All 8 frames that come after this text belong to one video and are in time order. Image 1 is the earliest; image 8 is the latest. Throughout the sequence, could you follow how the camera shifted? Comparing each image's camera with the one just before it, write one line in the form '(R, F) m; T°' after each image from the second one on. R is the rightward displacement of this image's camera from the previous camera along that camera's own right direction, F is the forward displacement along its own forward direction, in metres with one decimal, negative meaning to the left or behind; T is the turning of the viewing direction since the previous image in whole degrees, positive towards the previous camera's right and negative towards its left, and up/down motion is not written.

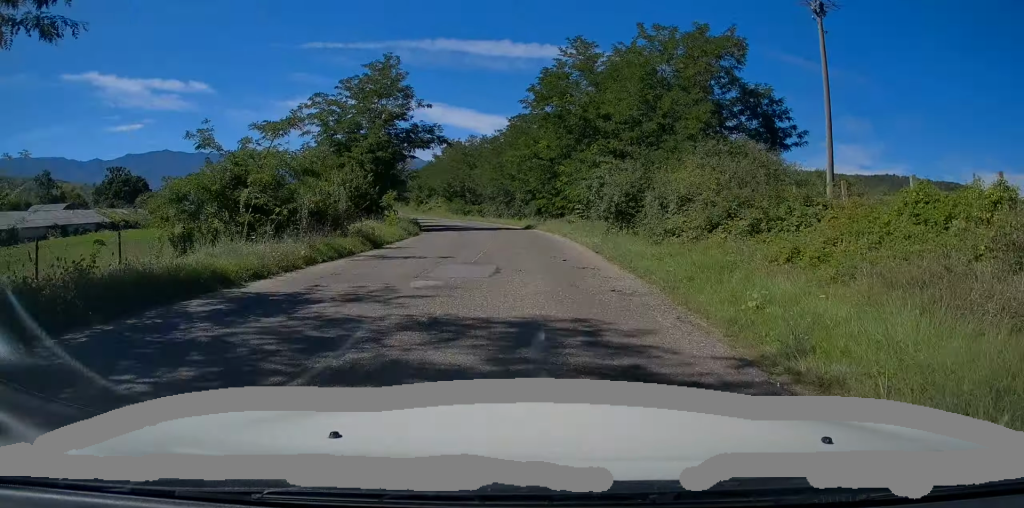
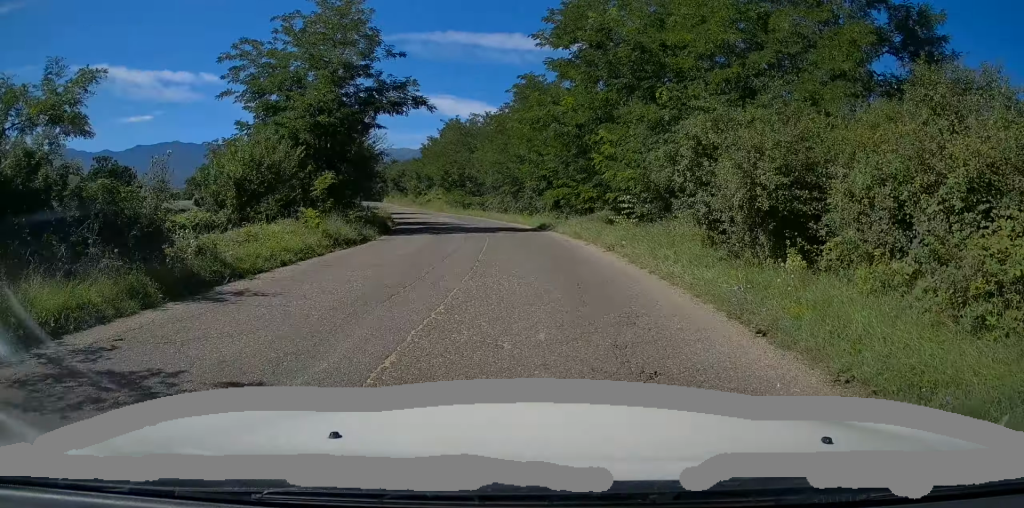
(-0.3, +11.5) m; -1°
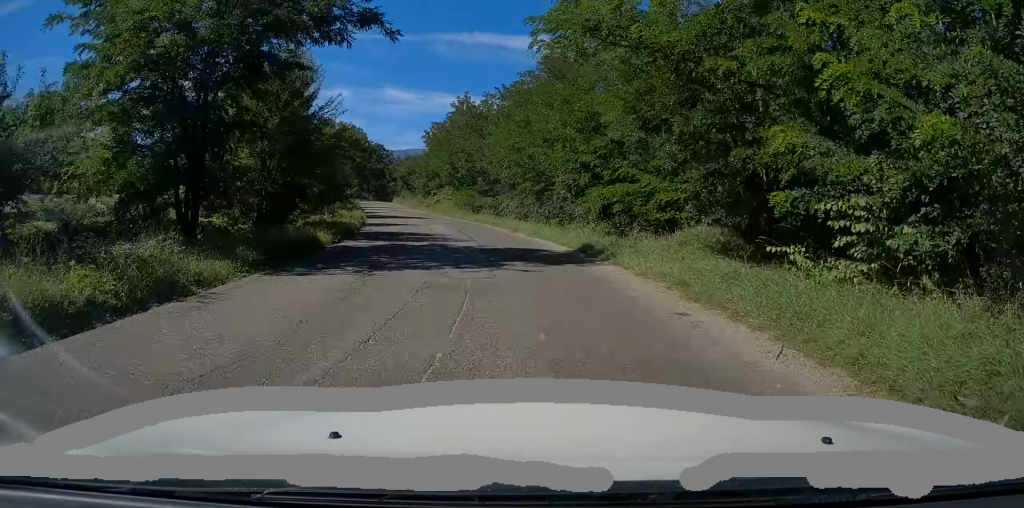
(-0.1, +12.0) m; -2°
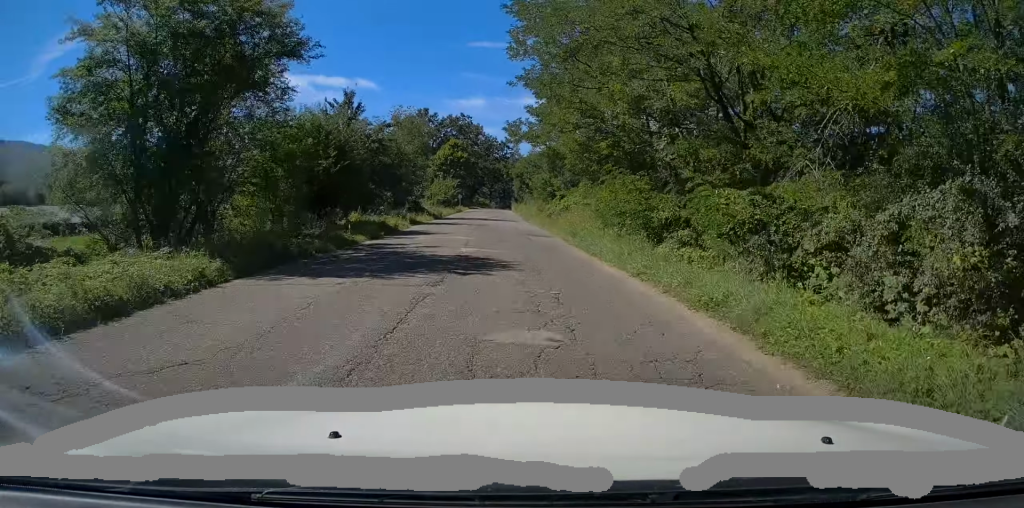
(-2.0, +29.9) m; -8°
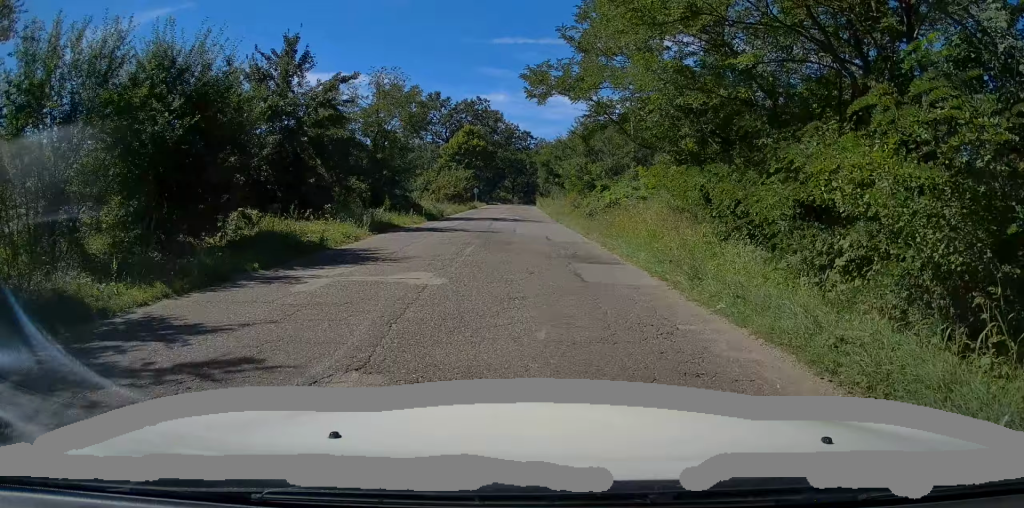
(-0.3, +12.8) m; -3°
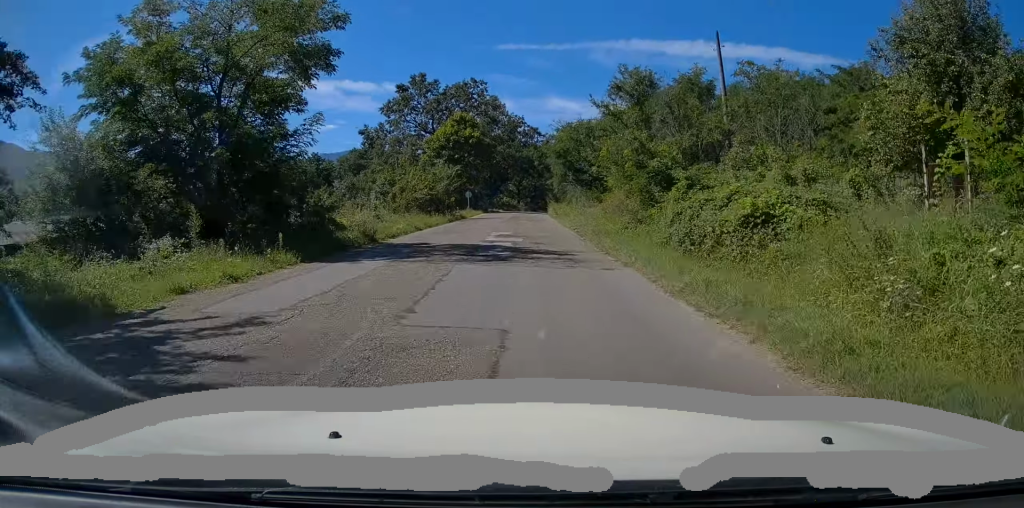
(-0.6, +18.8) m; -2°
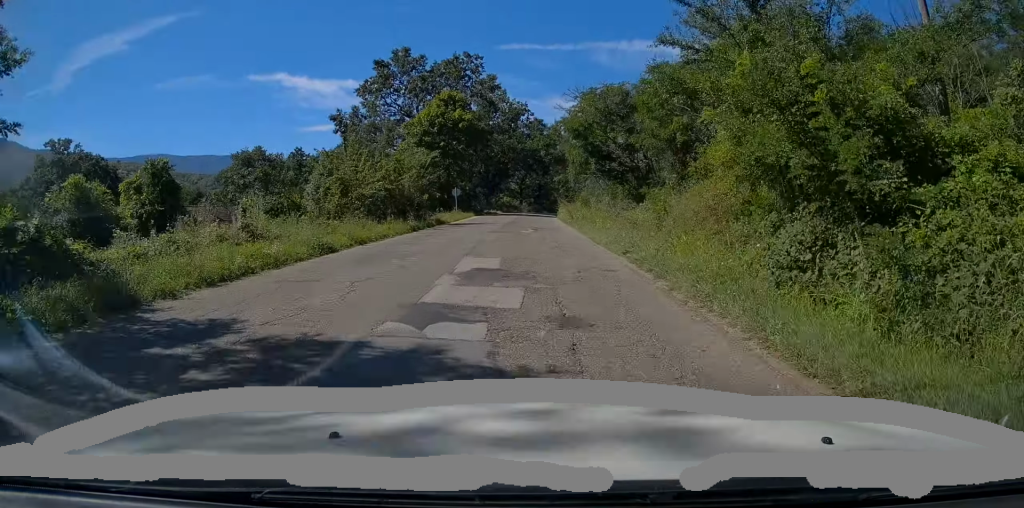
(0.0, +12.9) m; 0°
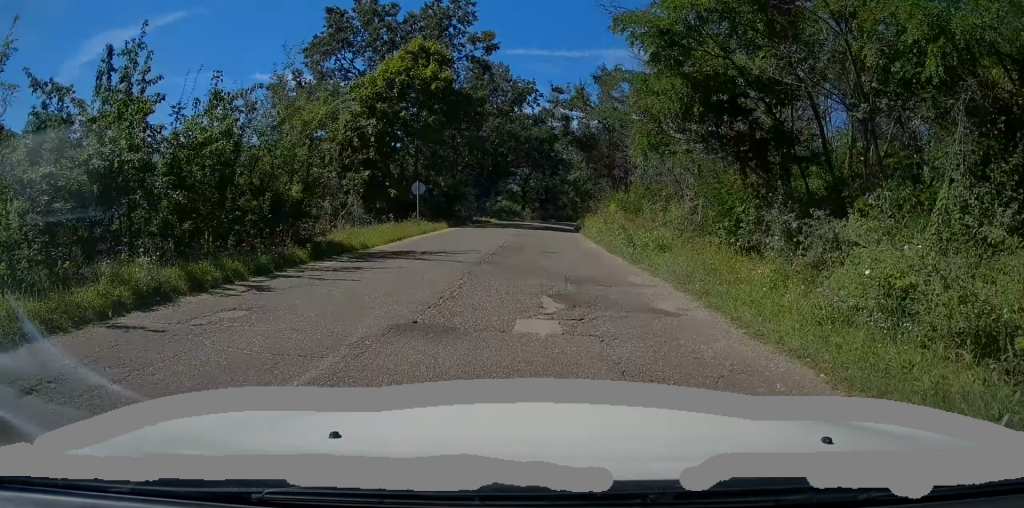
(-0.1, +18.1) m; +1°
